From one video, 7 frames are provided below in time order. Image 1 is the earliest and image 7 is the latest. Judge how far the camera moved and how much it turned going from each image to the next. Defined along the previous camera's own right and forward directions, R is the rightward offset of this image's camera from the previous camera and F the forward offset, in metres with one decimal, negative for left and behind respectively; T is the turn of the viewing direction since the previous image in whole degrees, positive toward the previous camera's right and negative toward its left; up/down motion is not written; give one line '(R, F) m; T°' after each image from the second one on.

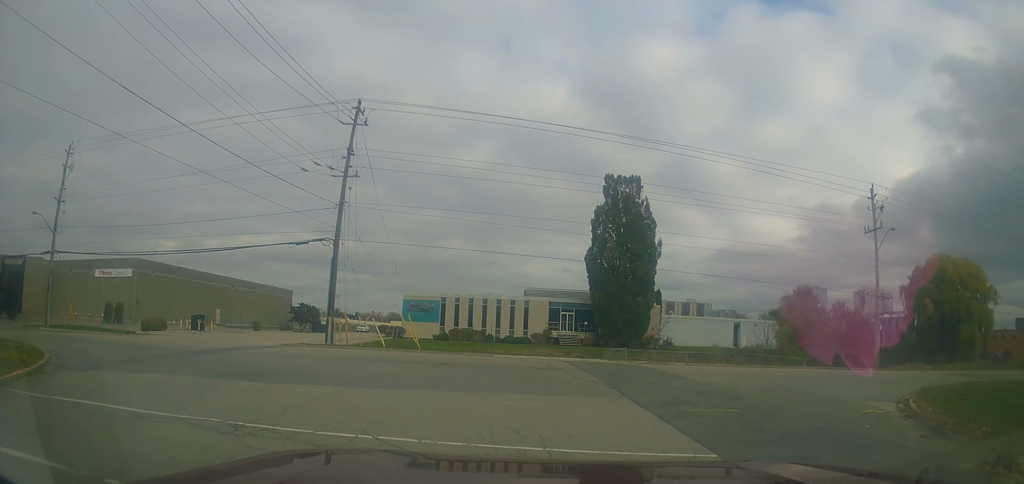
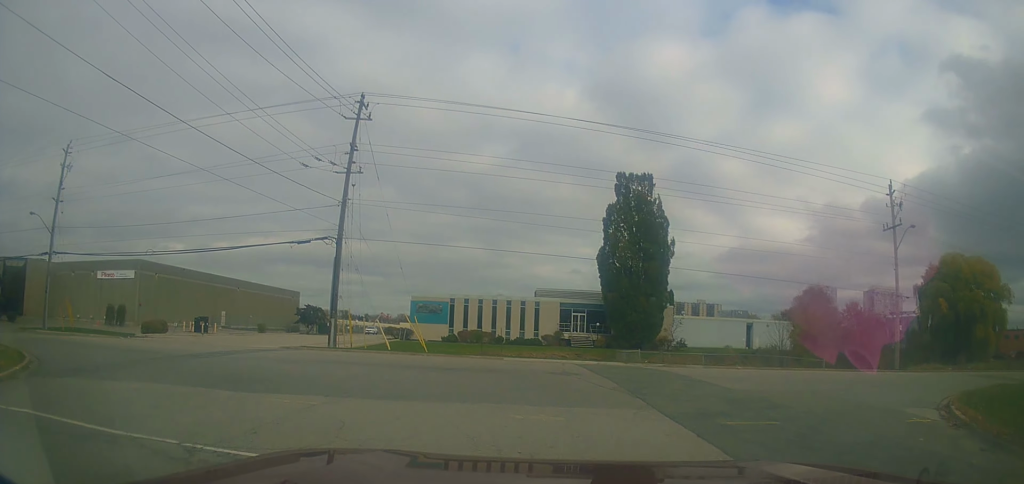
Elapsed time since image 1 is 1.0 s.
(+0.1, +0.5) m; 0°
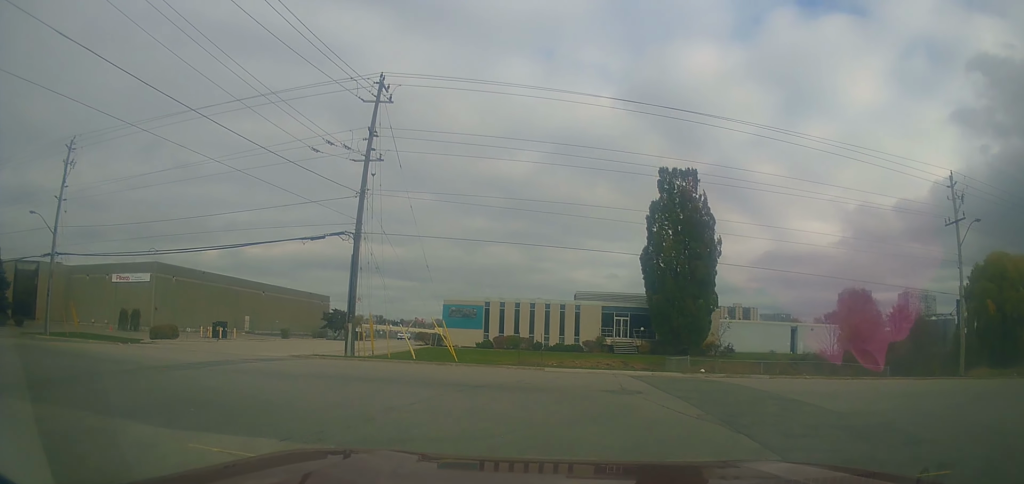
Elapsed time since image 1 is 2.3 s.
(-0.6, +1.7) m; -12°
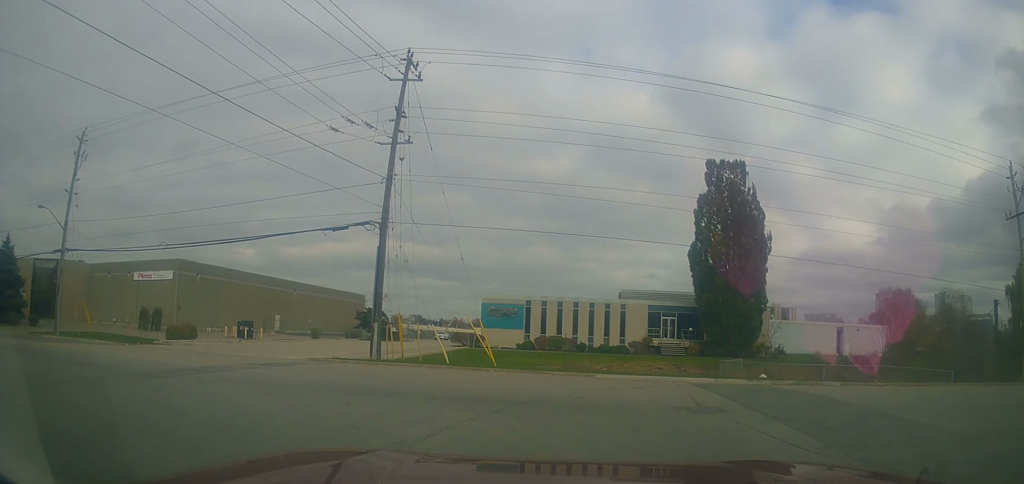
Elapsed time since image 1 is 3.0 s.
(0.0, +2.5) m; -5°
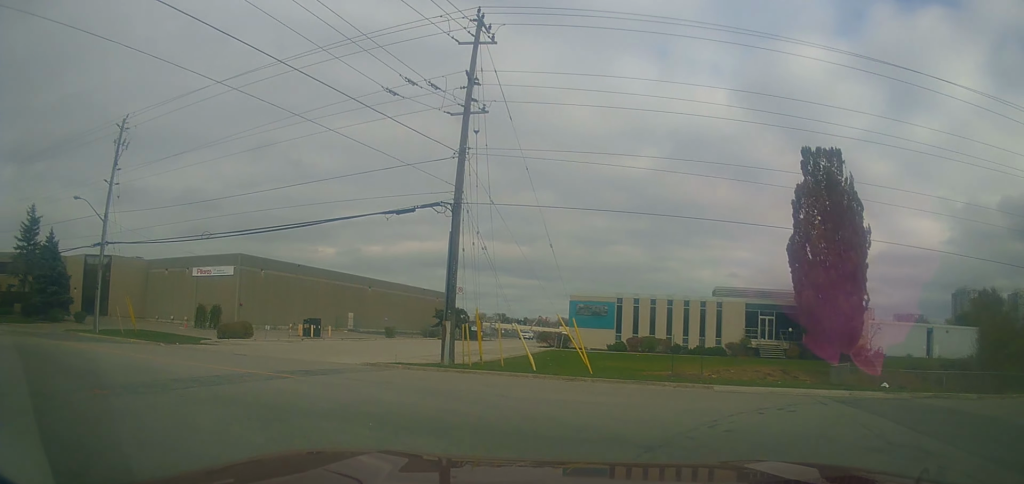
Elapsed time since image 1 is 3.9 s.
(-0.1, +3.7) m; -7°
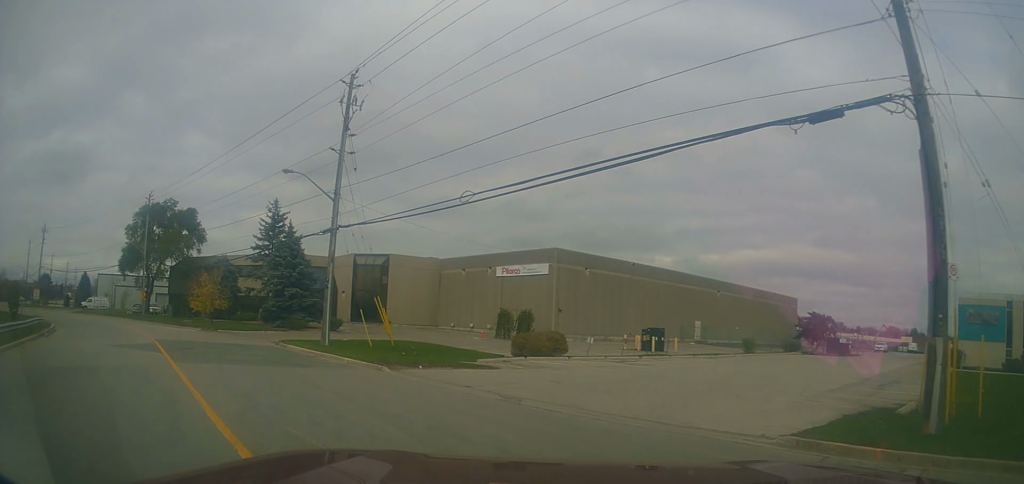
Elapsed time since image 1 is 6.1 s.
(-2.8, +11.0) m; -33°
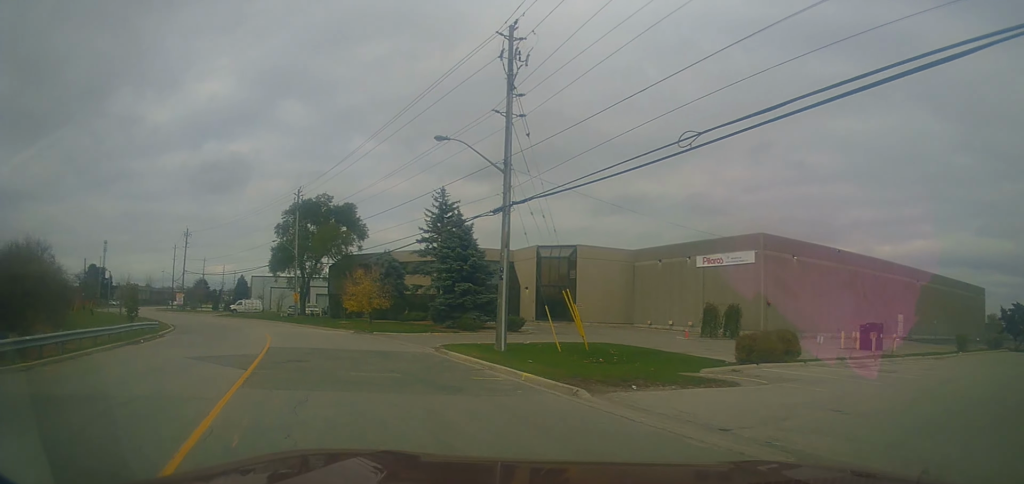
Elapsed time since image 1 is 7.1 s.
(-1.0, +5.8) m; -18°
